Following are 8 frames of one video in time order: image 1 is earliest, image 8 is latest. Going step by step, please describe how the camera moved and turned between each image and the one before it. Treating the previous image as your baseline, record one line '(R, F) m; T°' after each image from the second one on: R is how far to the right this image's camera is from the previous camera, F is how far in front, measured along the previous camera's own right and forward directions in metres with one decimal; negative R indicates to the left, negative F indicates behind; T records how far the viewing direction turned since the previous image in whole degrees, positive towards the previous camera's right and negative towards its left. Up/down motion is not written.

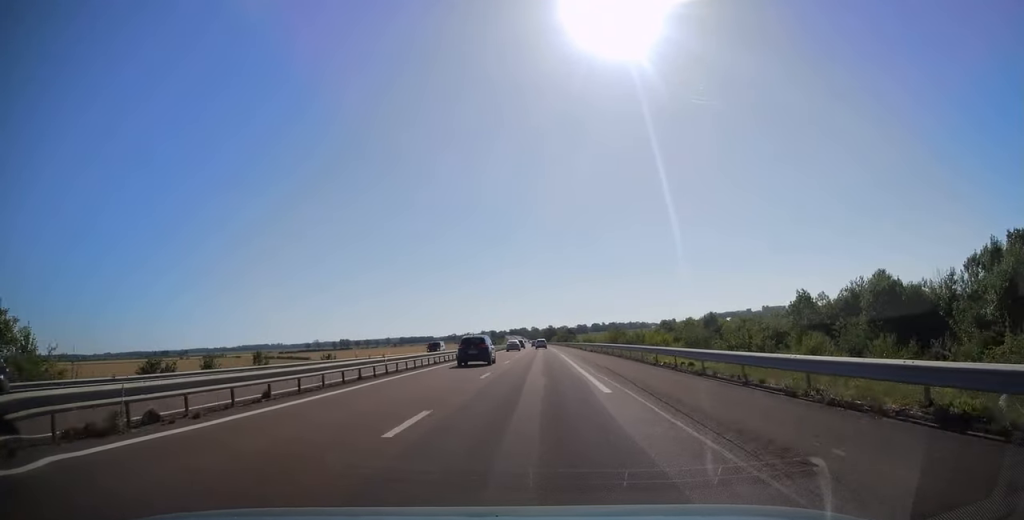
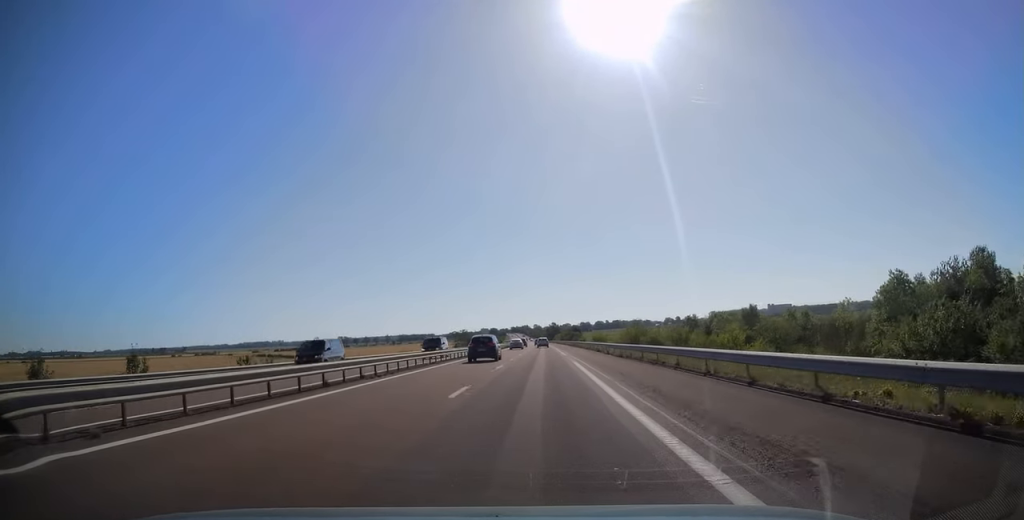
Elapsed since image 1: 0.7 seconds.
(0.0, +20.2) m; 0°
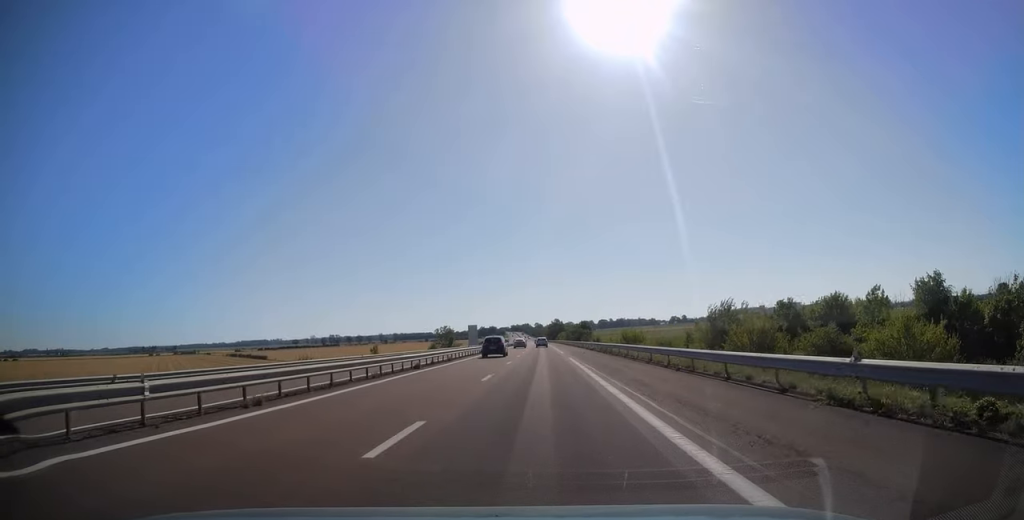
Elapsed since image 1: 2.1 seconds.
(-0.4, +45.6) m; -1°
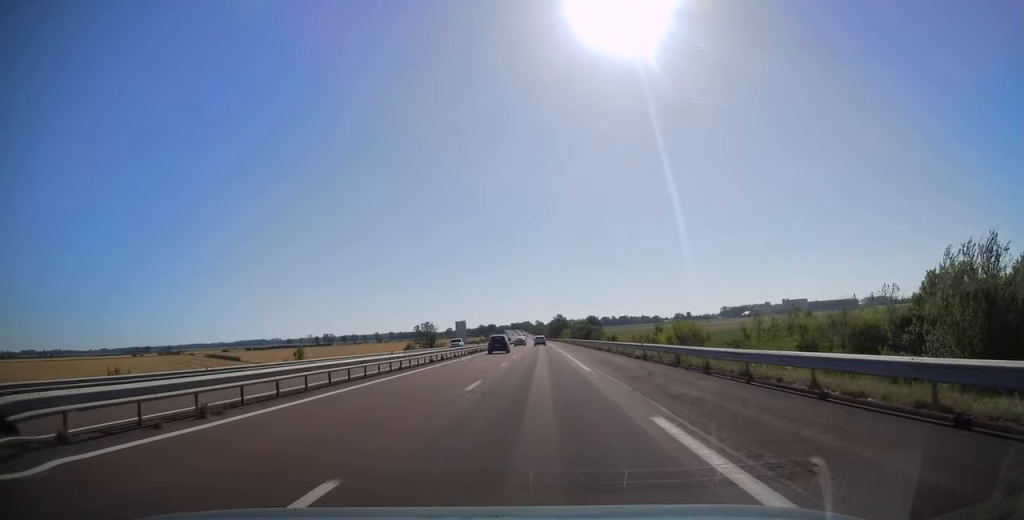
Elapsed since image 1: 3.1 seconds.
(-0.2, +30.1) m; 0°
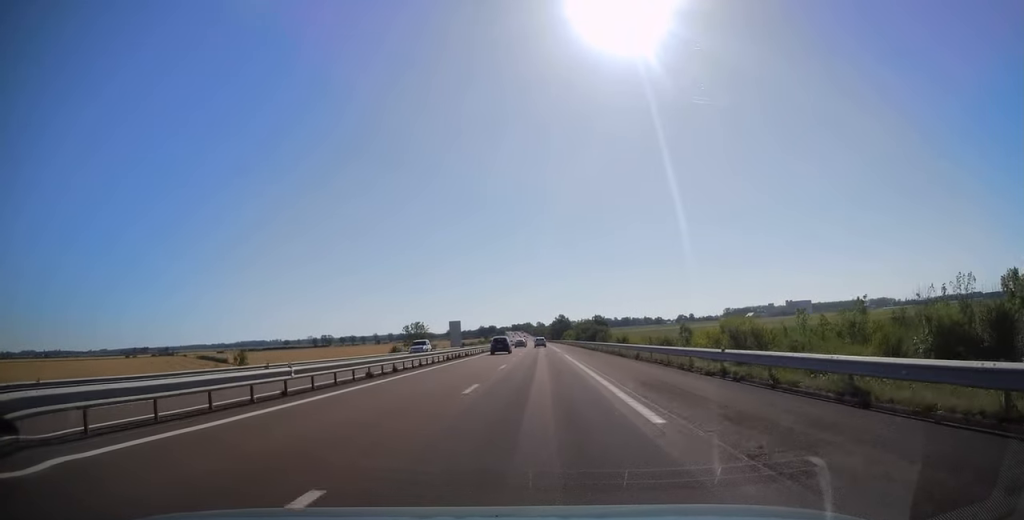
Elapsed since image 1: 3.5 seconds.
(-0.1, +13.5) m; 0°
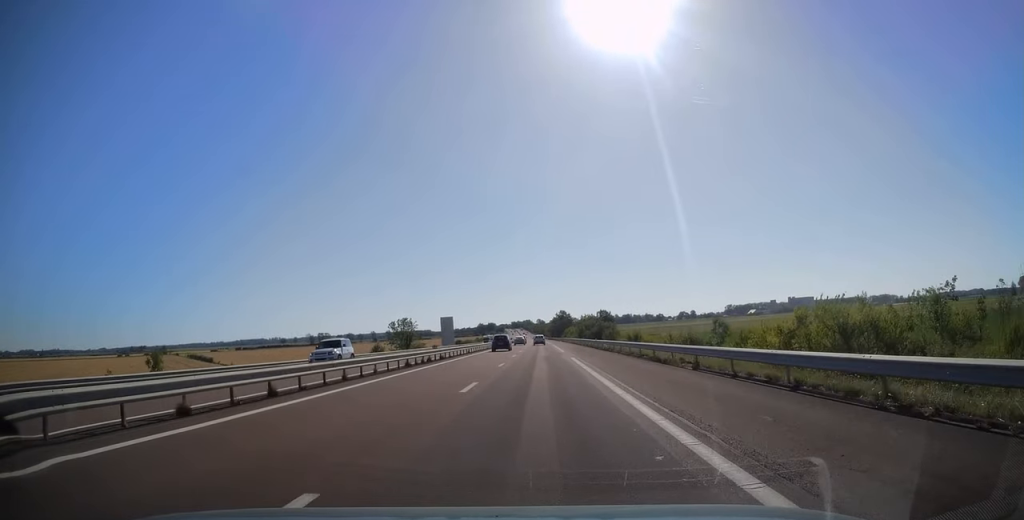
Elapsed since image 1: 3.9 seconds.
(+0.1, +13.0) m; 0°
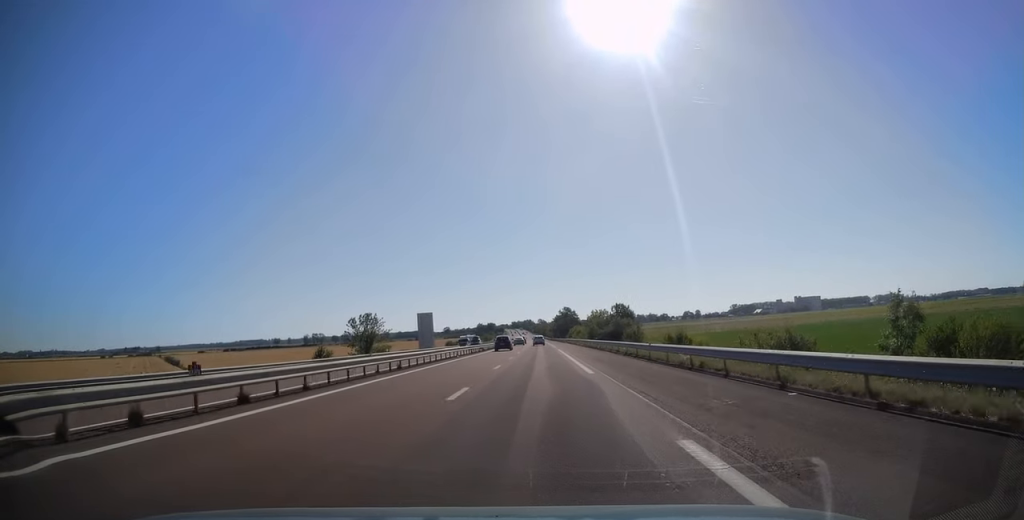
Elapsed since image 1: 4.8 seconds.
(+0.2, +27.5) m; 0°
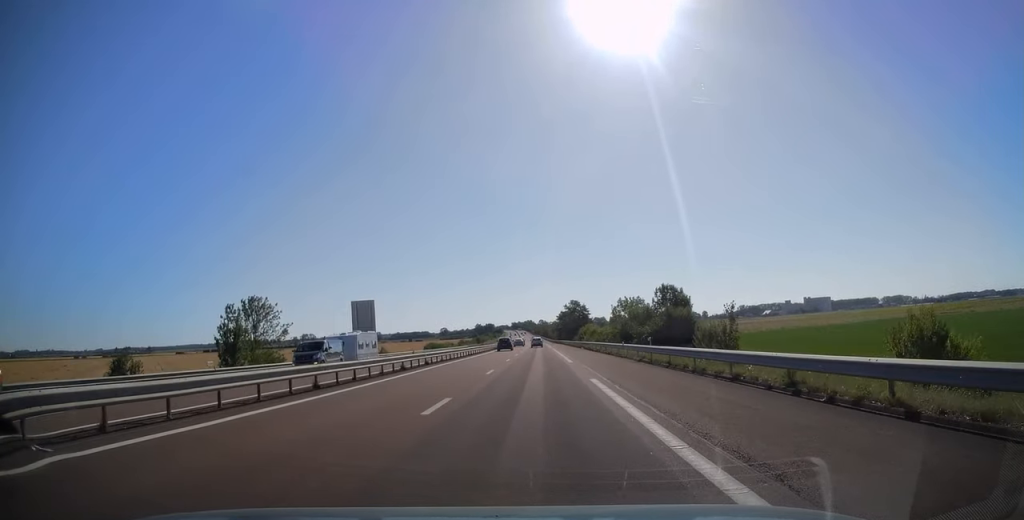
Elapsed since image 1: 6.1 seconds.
(-0.1, +40.9) m; 0°
